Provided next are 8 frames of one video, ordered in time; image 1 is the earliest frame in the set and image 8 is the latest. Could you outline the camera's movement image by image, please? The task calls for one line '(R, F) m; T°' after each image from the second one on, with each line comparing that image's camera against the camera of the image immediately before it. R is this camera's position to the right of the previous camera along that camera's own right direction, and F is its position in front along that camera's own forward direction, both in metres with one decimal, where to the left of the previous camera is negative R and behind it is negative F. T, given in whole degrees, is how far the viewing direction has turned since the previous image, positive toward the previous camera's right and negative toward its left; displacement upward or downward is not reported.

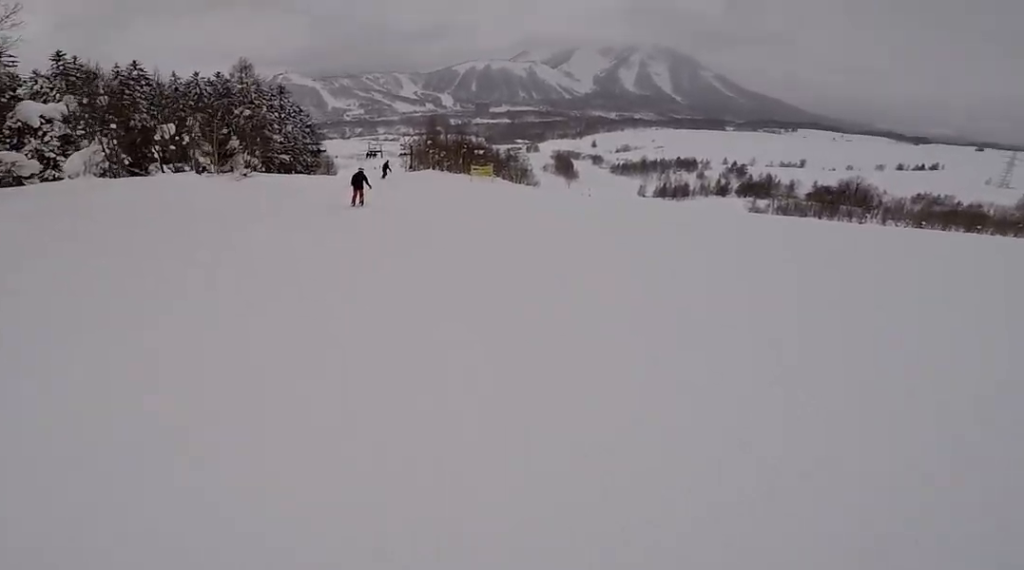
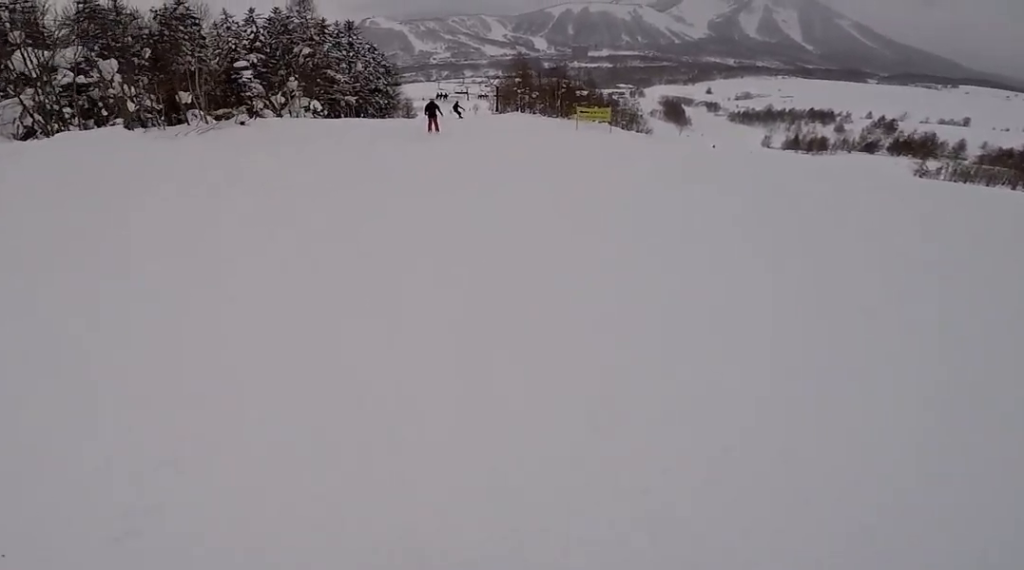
(+0.5, +9.3) m; -3°
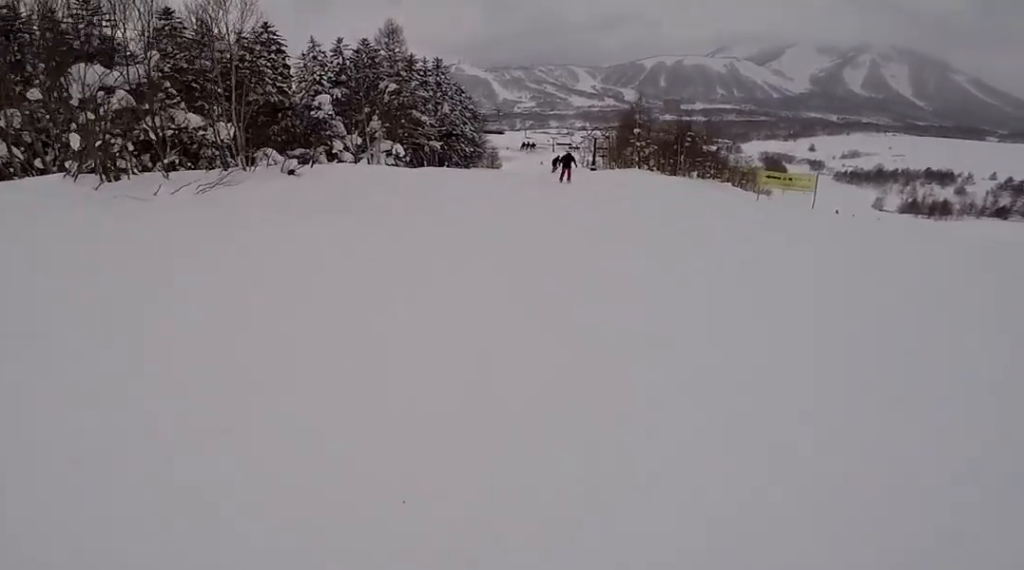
(-0.6, +7.0) m; -5°
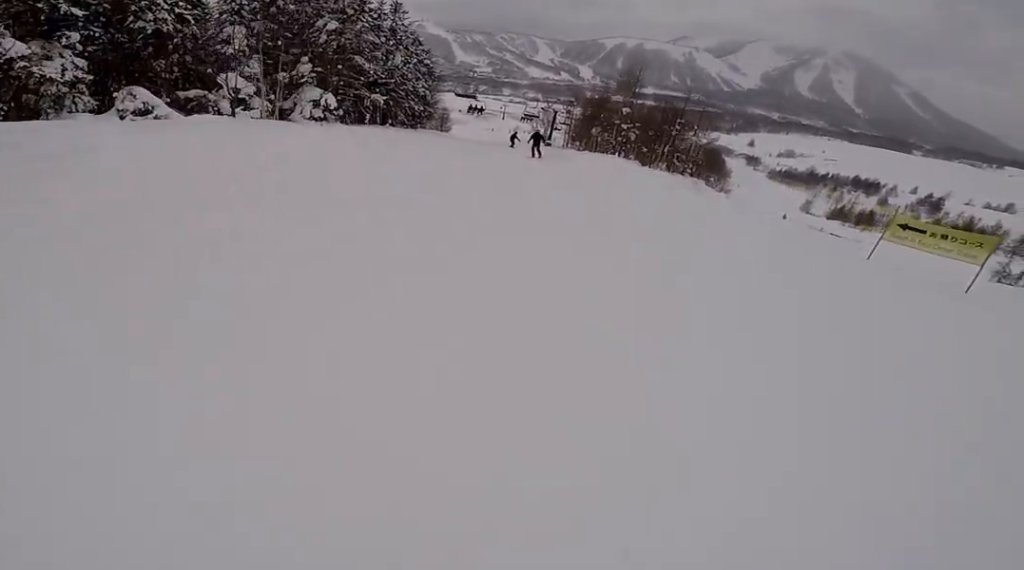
(0.0, +8.9) m; 0°
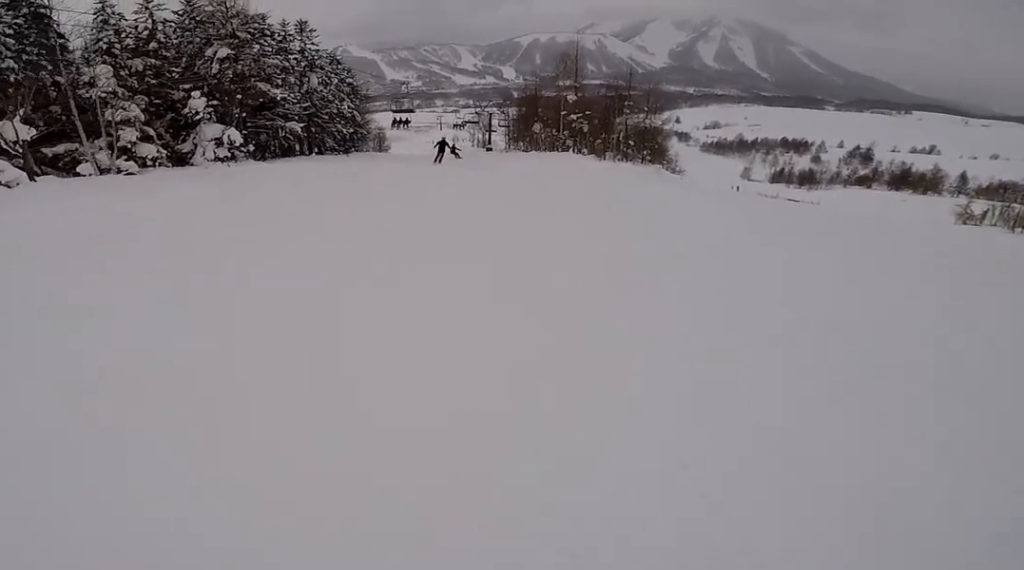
(0.0, +5.9) m; 0°
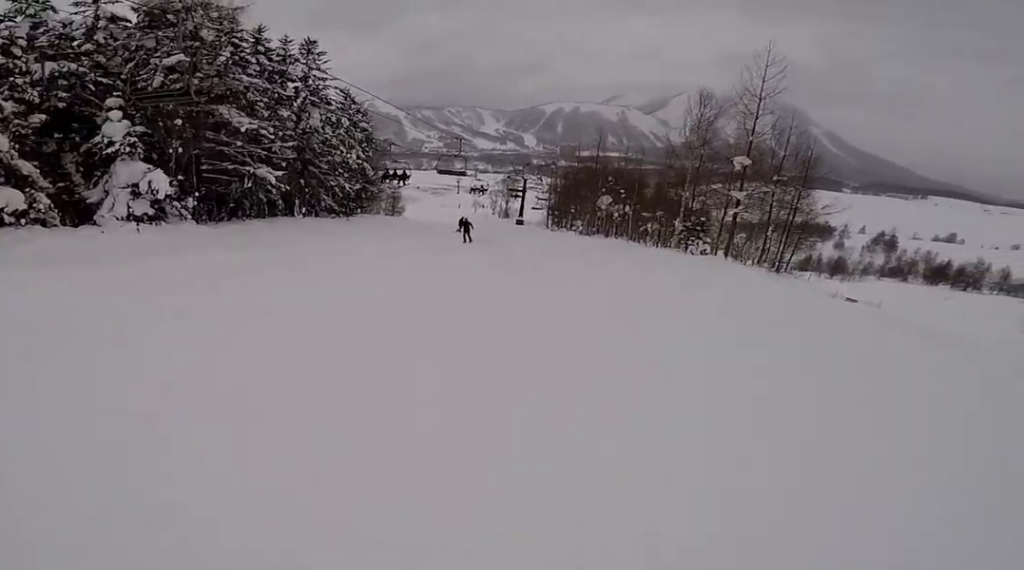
(0.0, +13.5) m; 0°
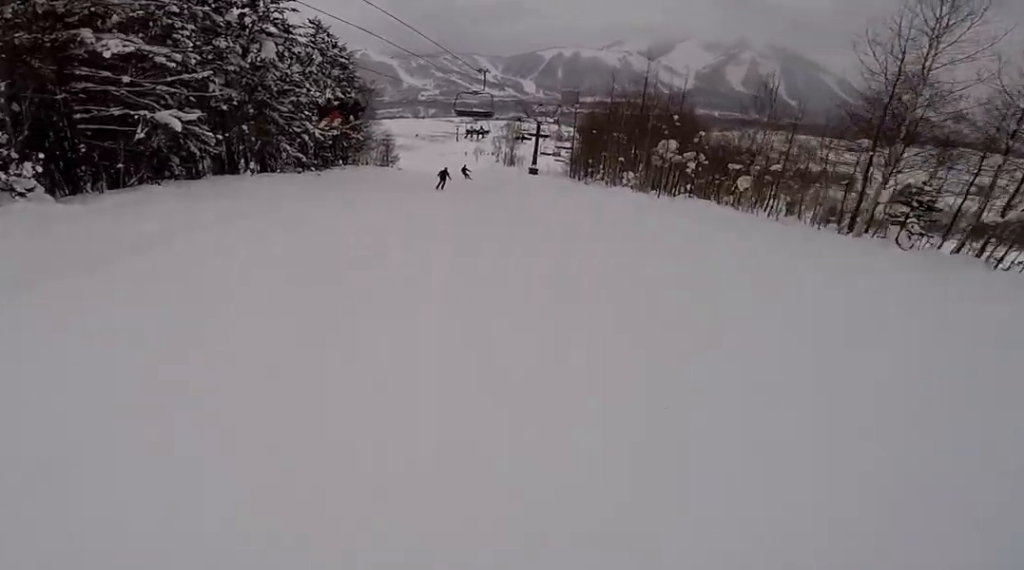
(0.0, +9.3) m; +1°
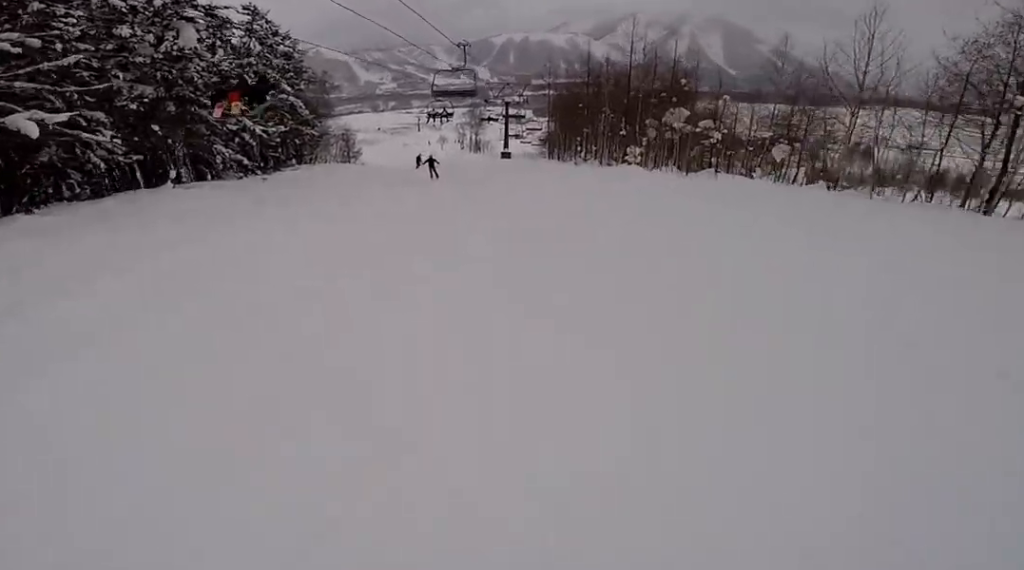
(0.0, +4.9) m; +3°
